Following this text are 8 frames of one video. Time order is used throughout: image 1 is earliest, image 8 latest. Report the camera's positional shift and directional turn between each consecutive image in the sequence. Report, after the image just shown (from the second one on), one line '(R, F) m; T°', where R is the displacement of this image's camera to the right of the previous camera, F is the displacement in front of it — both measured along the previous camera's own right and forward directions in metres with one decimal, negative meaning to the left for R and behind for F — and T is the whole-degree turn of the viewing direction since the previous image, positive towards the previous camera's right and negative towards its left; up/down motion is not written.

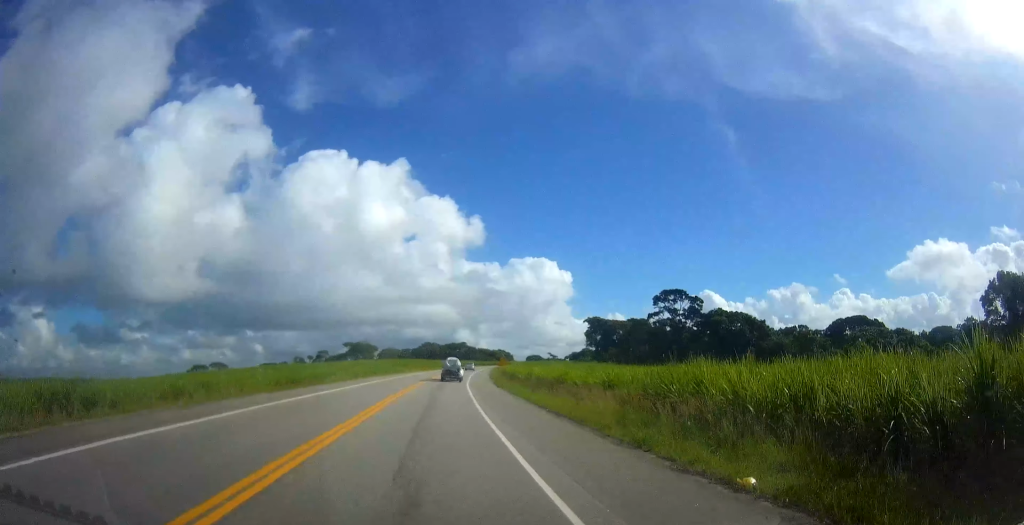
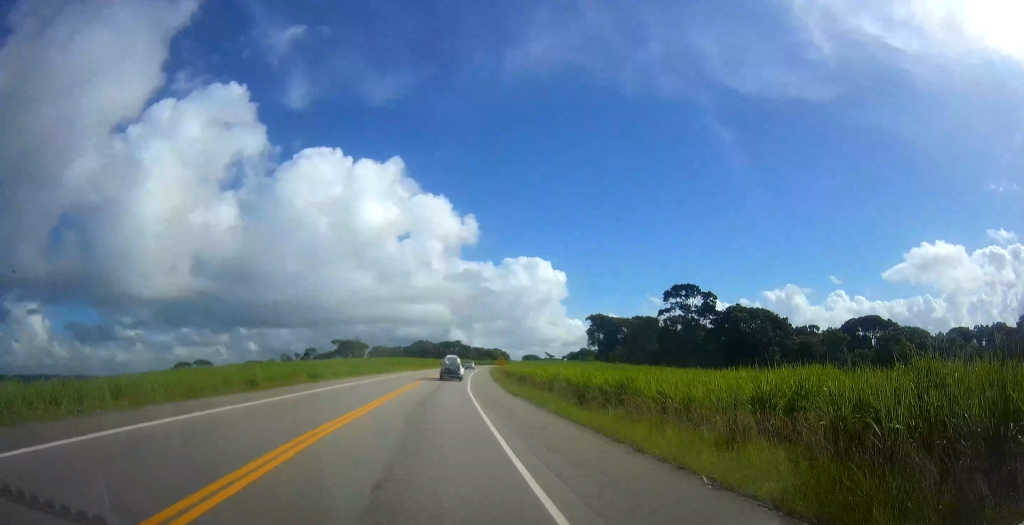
(+0.1, +12.9) m; +1°
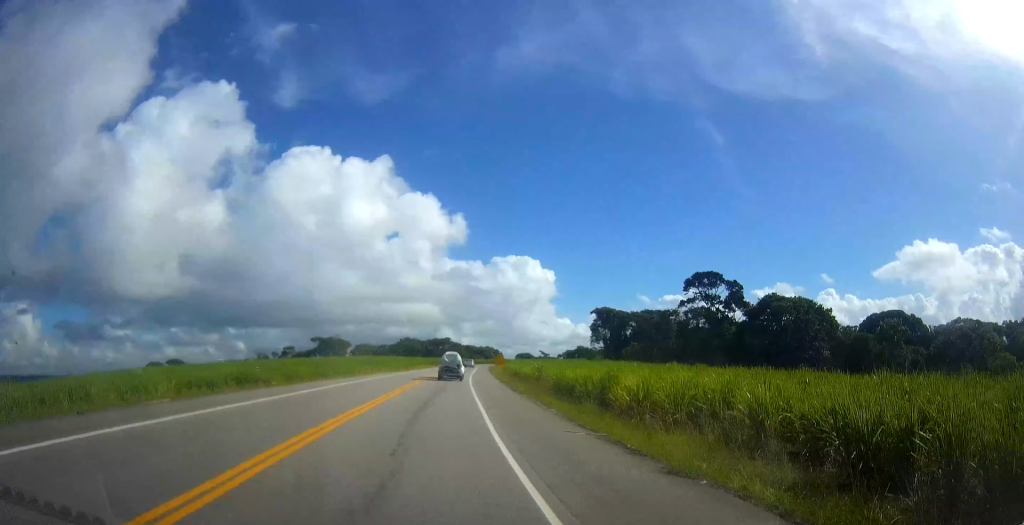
(0.0, +21.2) m; +2°
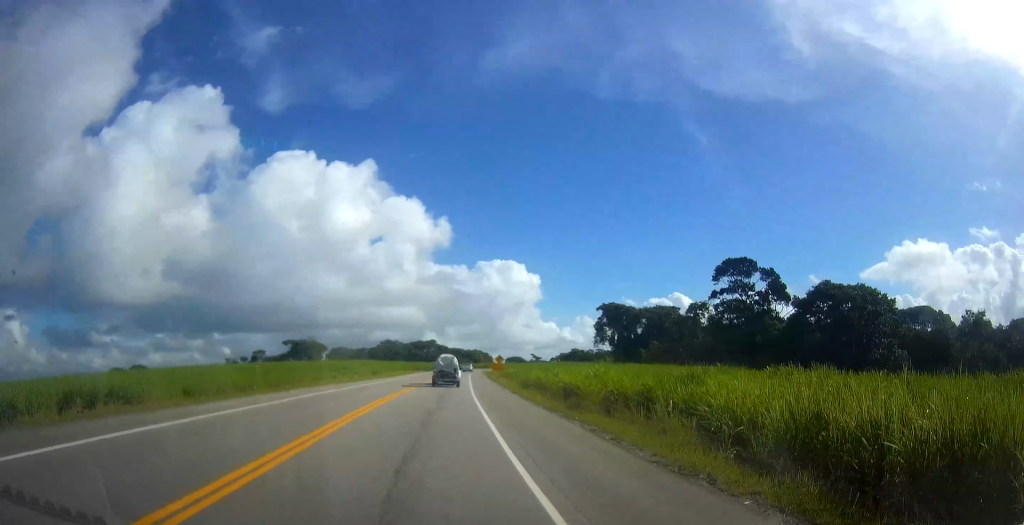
(+0.7, +24.6) m; +2°
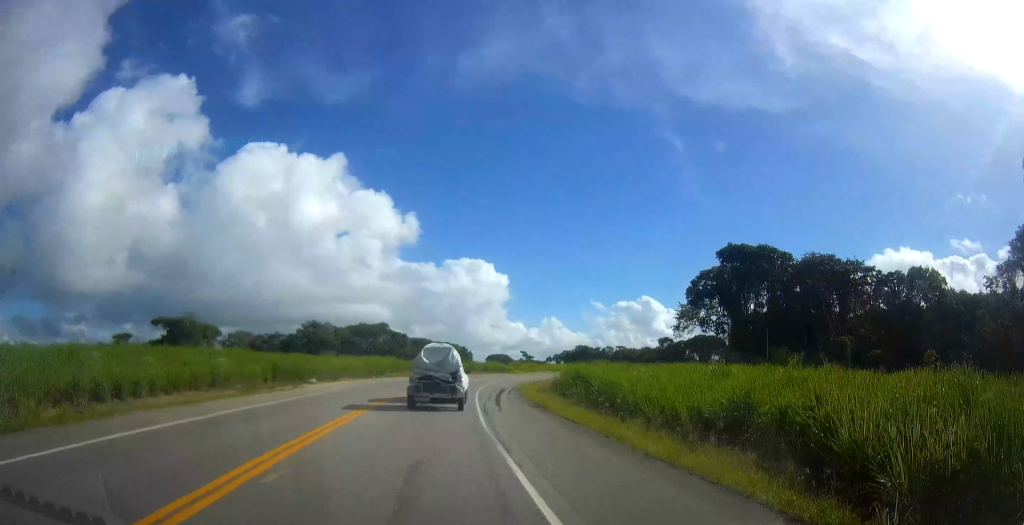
(+5.2, +92.3) m; +6°
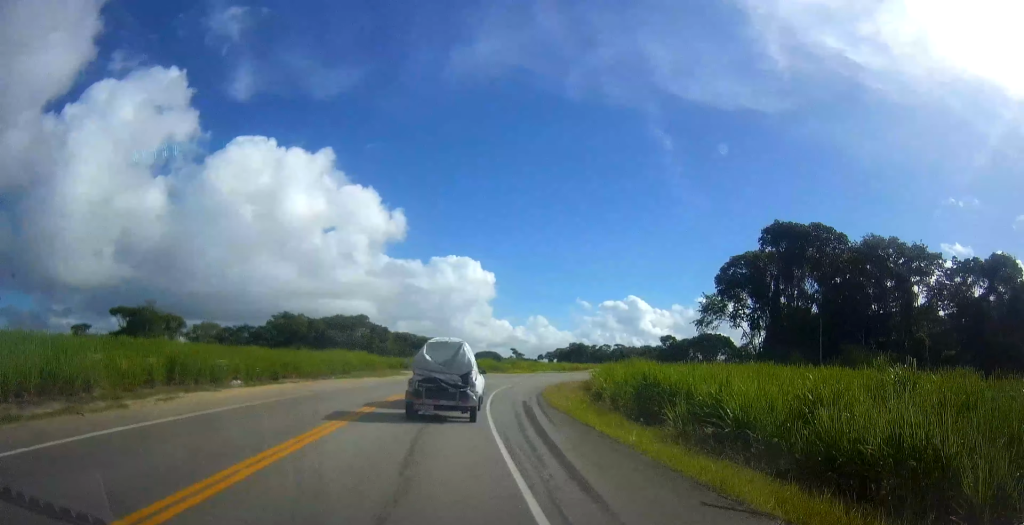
(+0.2, +18.0) m; 0°
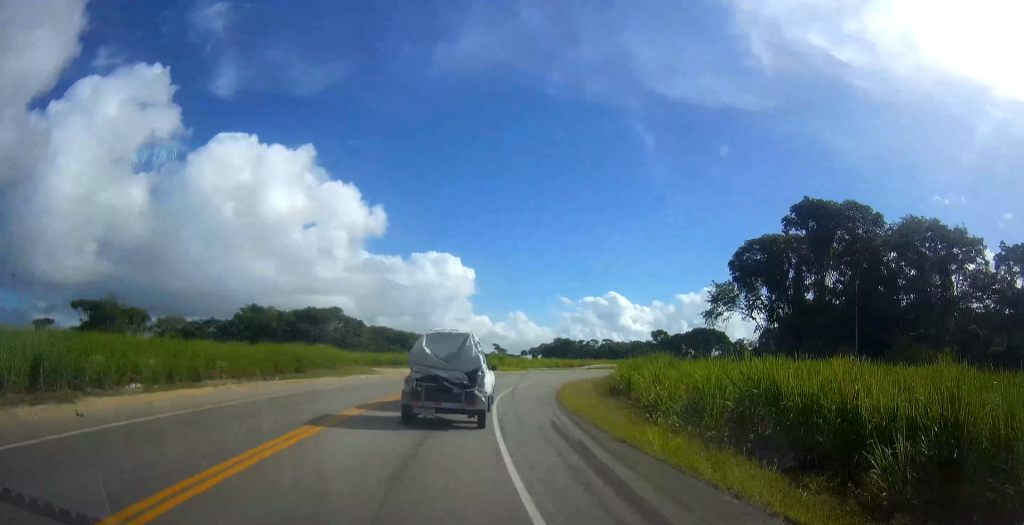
(-0.2, +10.4) m; 0°
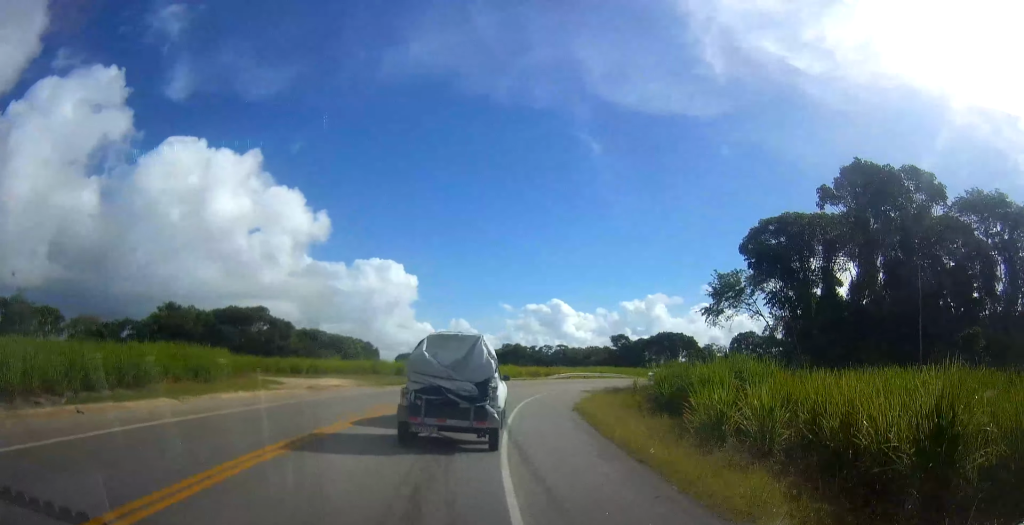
(0.0, +21.7) m; +2°
